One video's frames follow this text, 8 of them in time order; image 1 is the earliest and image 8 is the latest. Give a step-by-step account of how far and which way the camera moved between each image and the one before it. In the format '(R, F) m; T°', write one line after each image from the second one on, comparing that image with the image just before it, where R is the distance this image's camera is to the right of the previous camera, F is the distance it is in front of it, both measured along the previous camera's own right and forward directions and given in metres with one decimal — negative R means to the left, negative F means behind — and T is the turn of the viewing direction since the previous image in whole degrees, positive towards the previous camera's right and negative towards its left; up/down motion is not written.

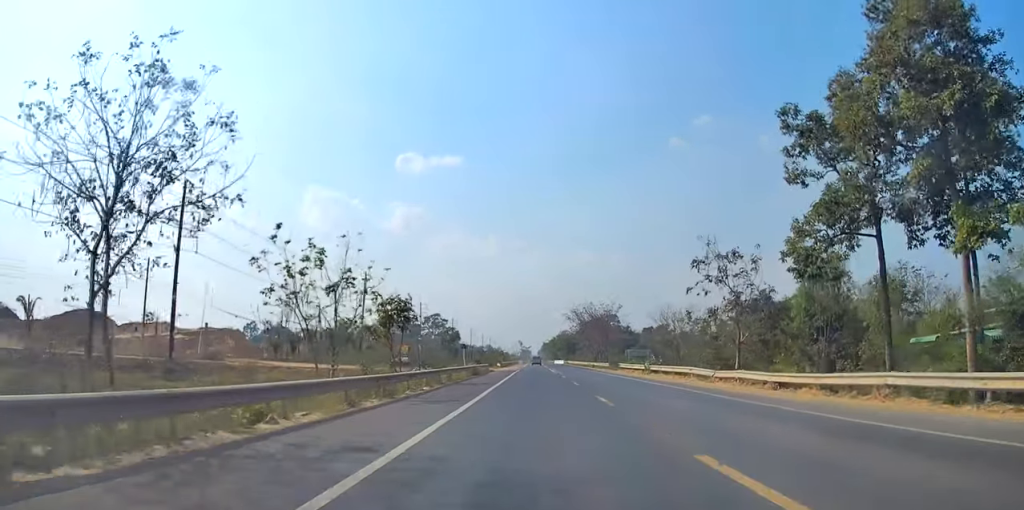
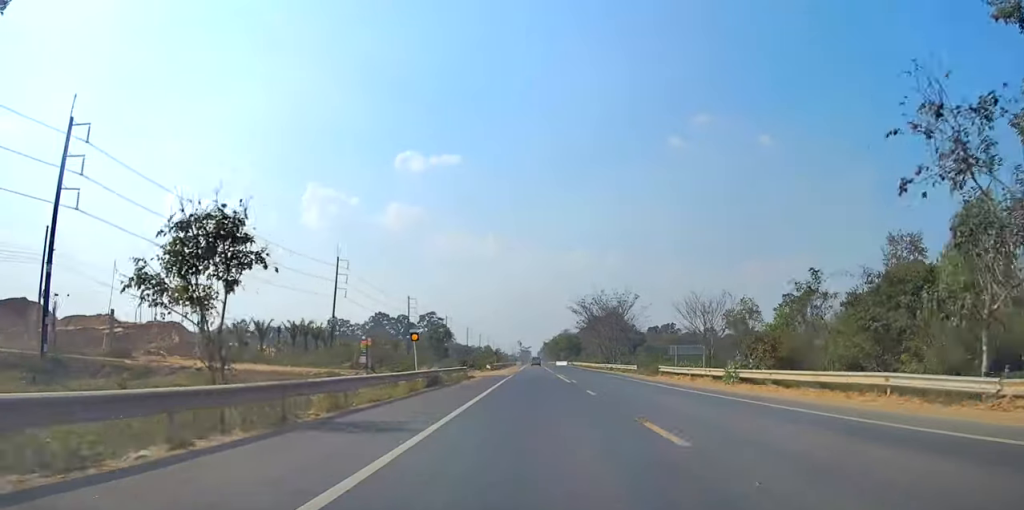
(0.0, +19.6) m; 0°
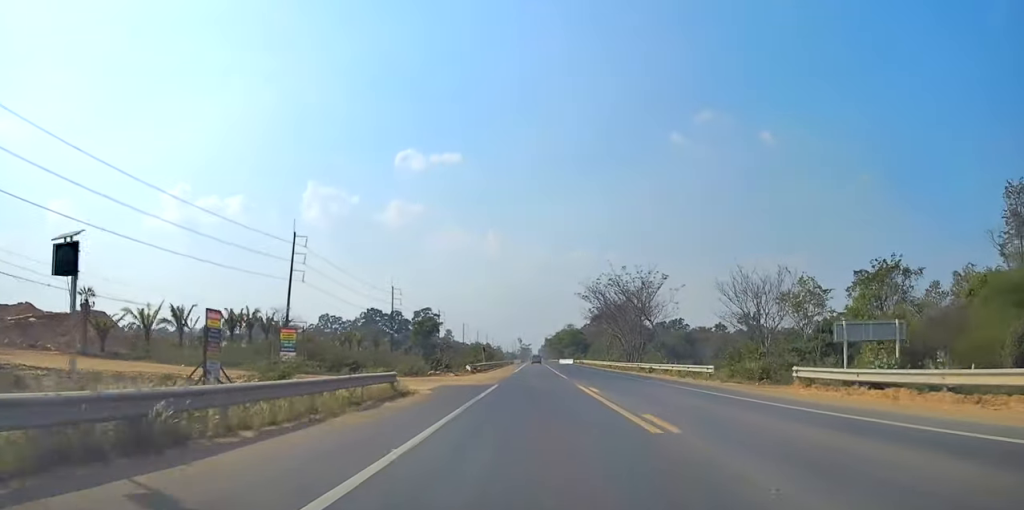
(0.0, +21.6) m; 0°
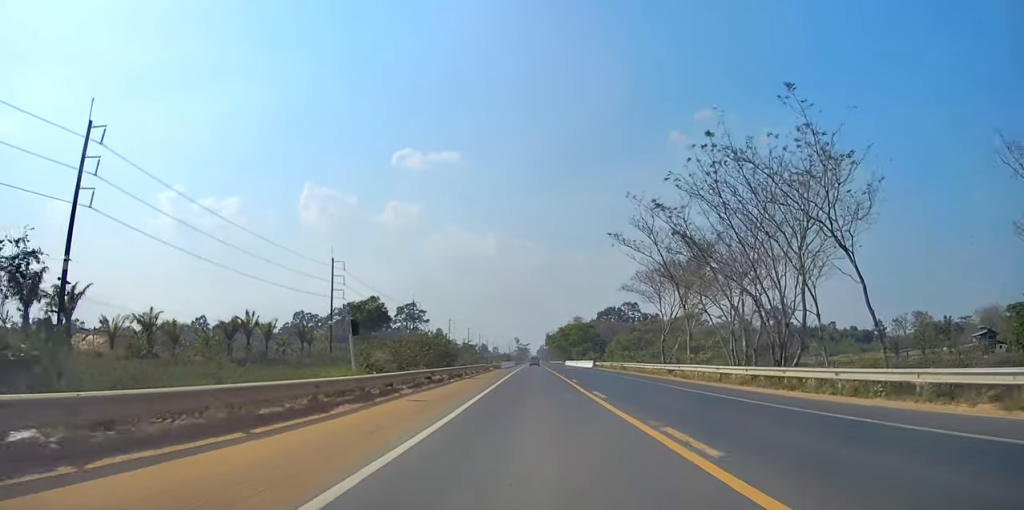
(+0.4, +49.6) m; 0°
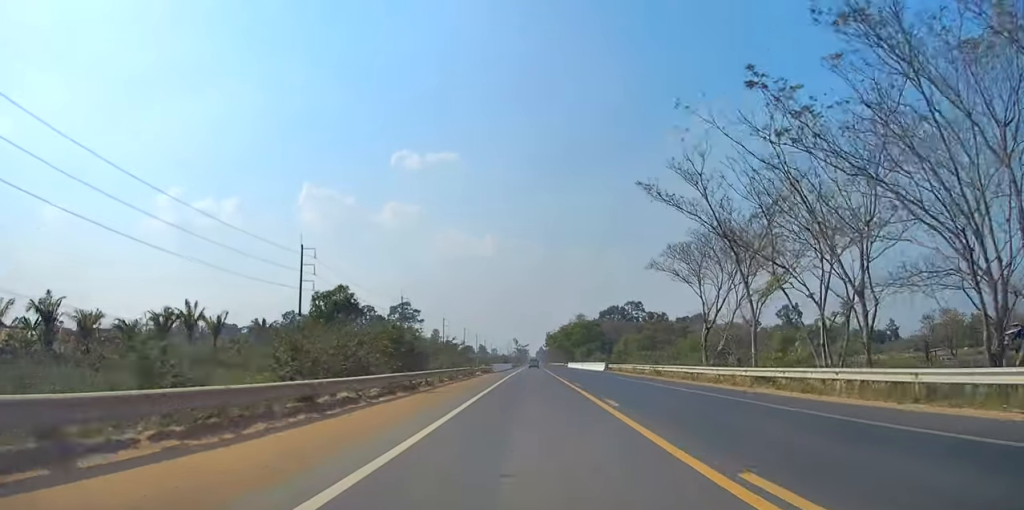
(0.0, +16.0) m; -1°
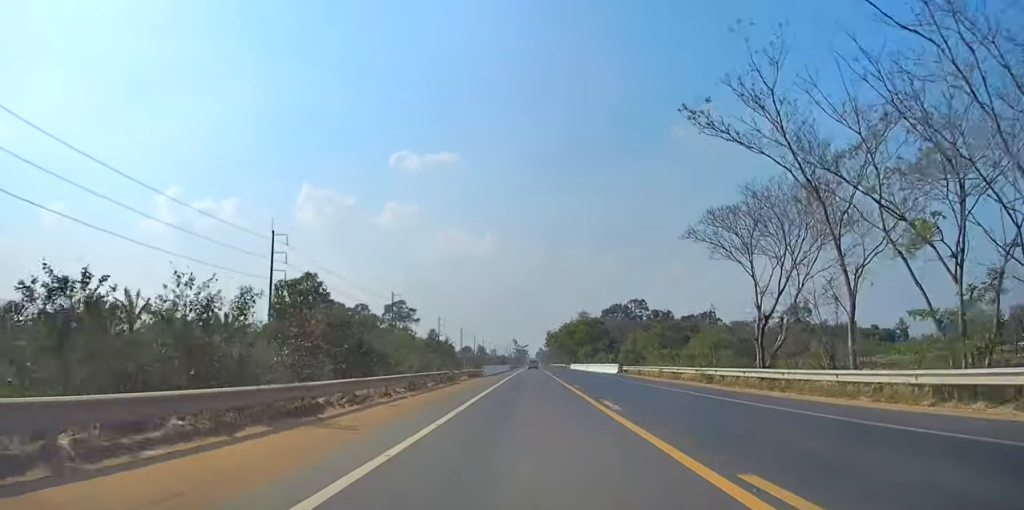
(-0.2, +11.6) m; 0°
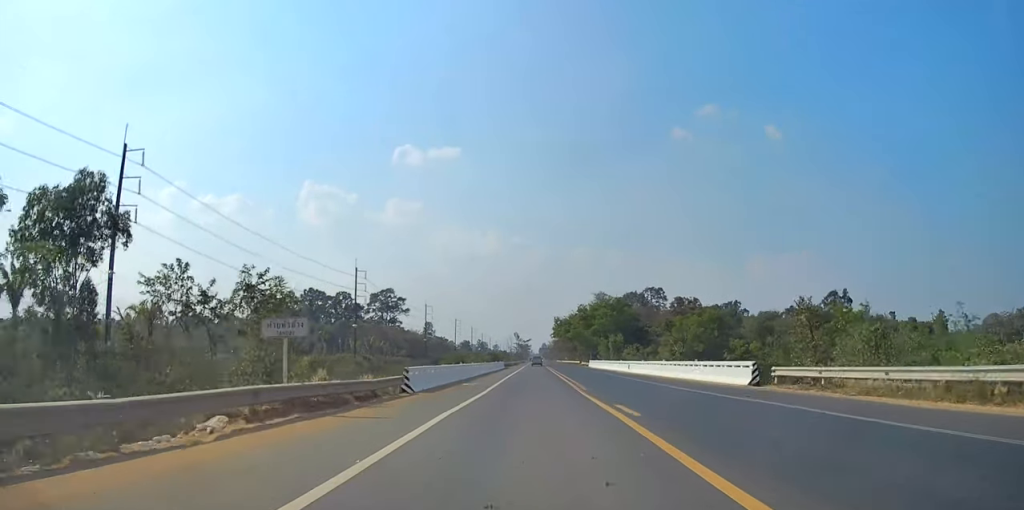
(+0.2, +38.4) m; +1°
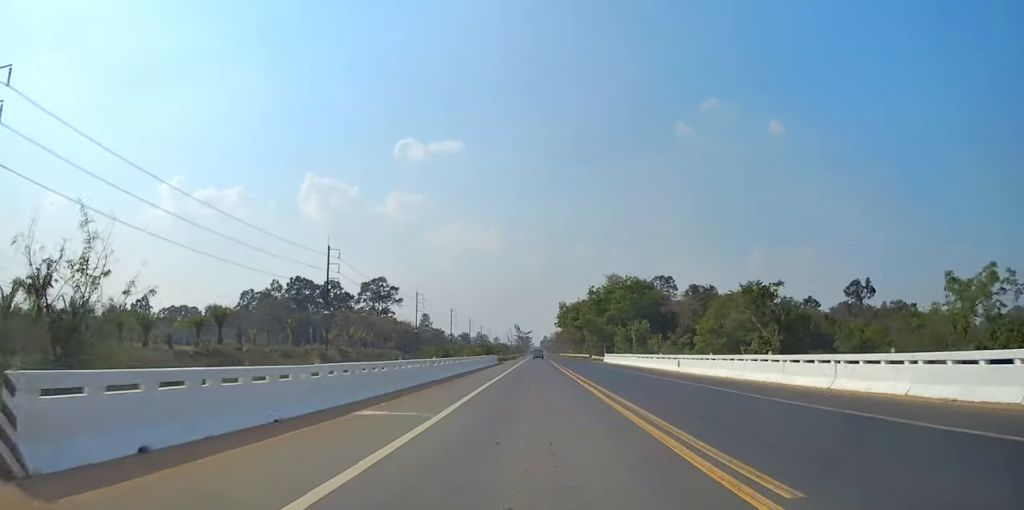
(0.0, +18.1) m; 0°
